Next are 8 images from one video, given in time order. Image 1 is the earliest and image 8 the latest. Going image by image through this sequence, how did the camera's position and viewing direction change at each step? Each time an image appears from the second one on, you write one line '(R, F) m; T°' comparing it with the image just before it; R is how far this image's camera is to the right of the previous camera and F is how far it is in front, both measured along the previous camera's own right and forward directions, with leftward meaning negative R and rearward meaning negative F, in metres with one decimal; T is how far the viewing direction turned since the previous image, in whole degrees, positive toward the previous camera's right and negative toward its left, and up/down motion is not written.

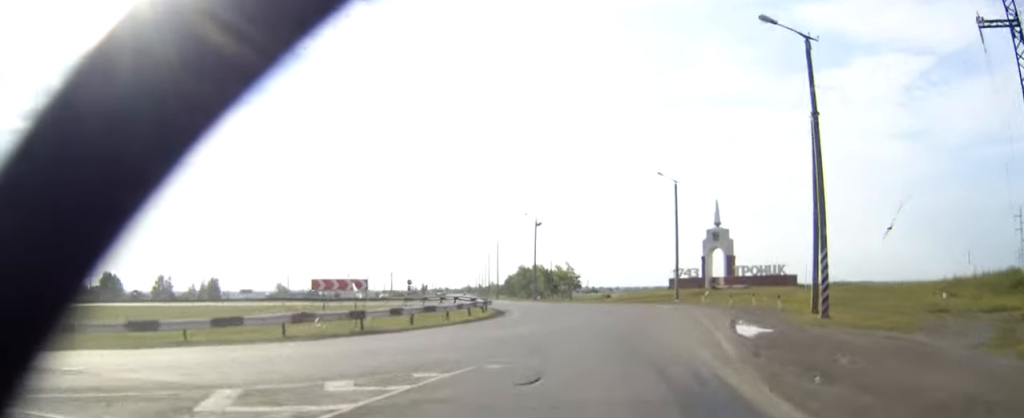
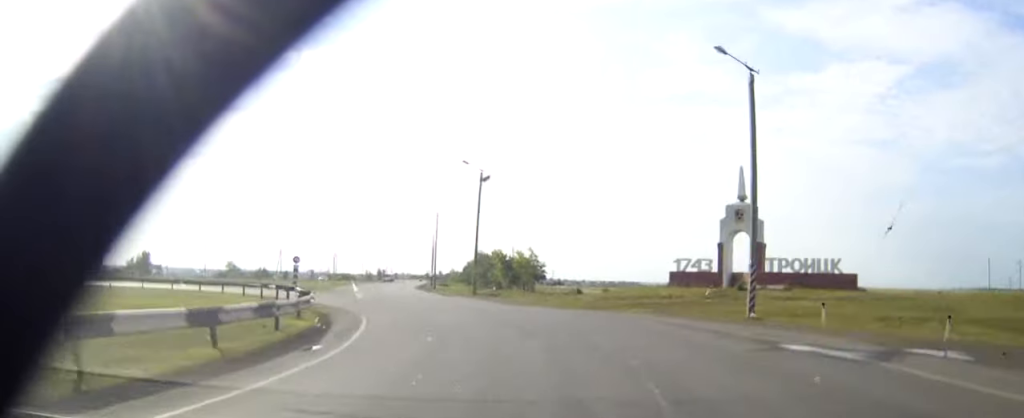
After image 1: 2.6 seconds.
(+1.6, +30.2) m; +4°
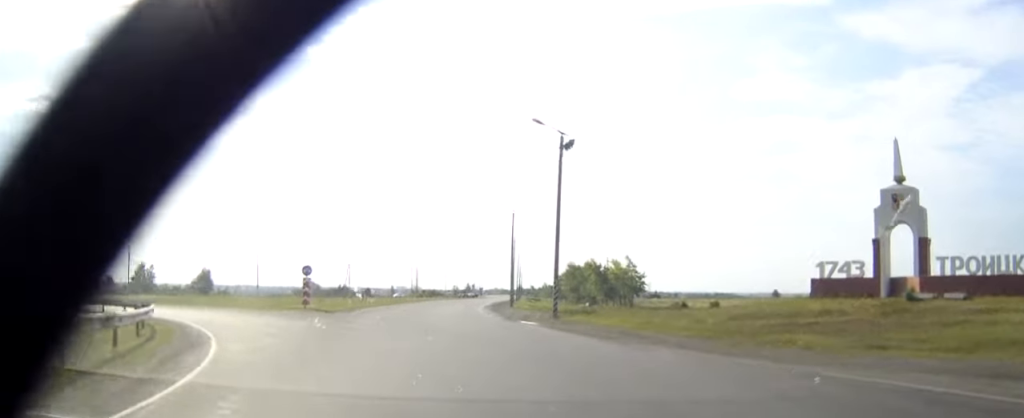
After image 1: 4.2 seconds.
(-0.5, +18.6) m; -4°
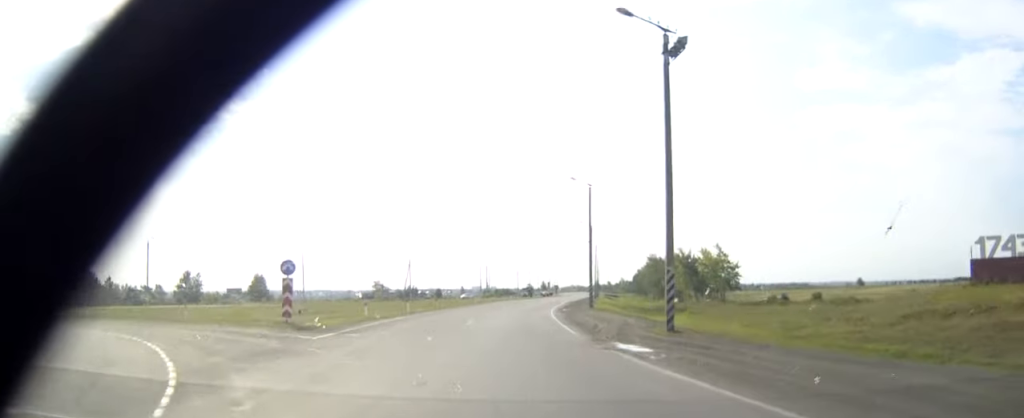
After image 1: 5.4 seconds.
(-0.7, +14.8) m; -6°
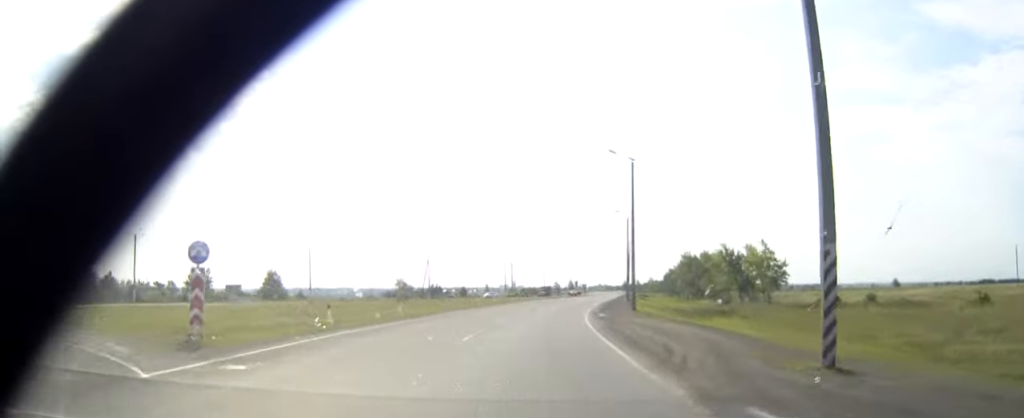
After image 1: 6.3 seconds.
(-0.4, +10.6) m; -3°
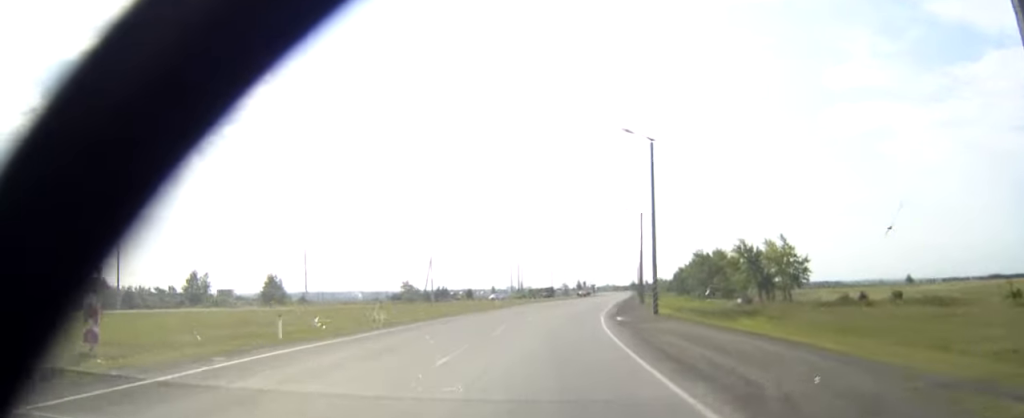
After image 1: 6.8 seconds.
(-0.1, +5.8) m; -1°
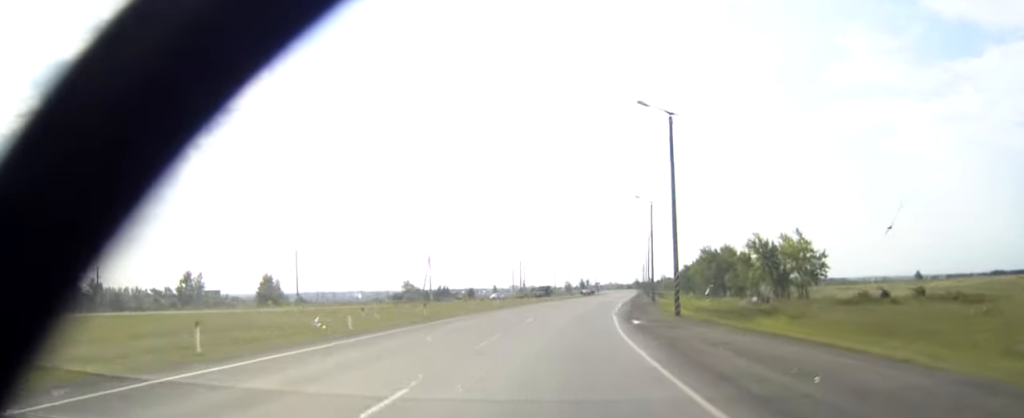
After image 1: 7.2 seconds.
(-0.1, +5.5) m; 0°
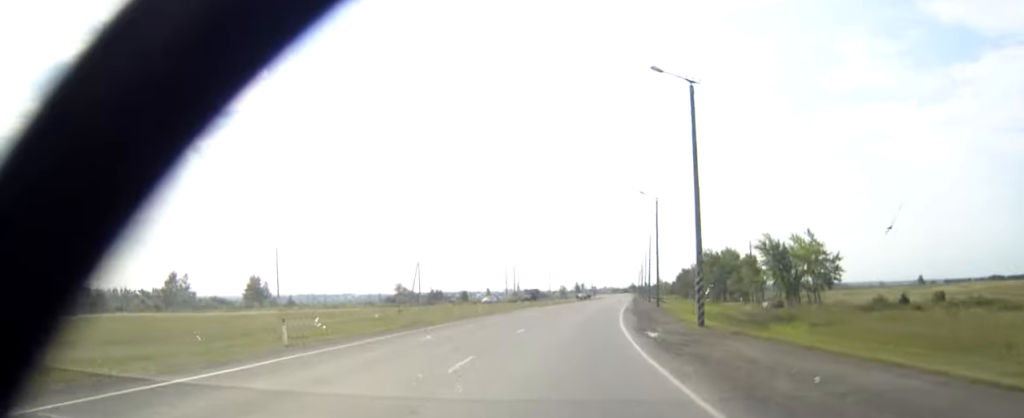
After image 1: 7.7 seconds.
(0.0, +6.0) m; 0°
